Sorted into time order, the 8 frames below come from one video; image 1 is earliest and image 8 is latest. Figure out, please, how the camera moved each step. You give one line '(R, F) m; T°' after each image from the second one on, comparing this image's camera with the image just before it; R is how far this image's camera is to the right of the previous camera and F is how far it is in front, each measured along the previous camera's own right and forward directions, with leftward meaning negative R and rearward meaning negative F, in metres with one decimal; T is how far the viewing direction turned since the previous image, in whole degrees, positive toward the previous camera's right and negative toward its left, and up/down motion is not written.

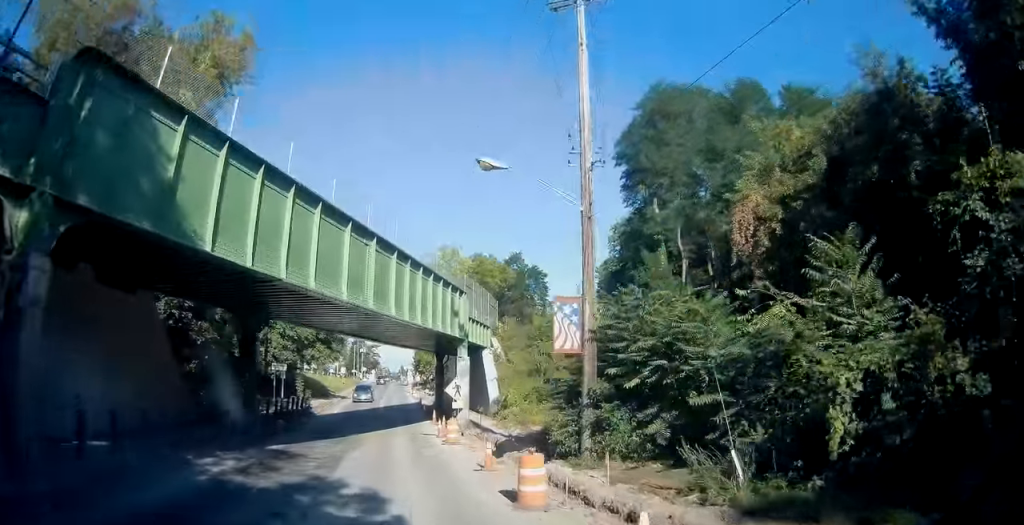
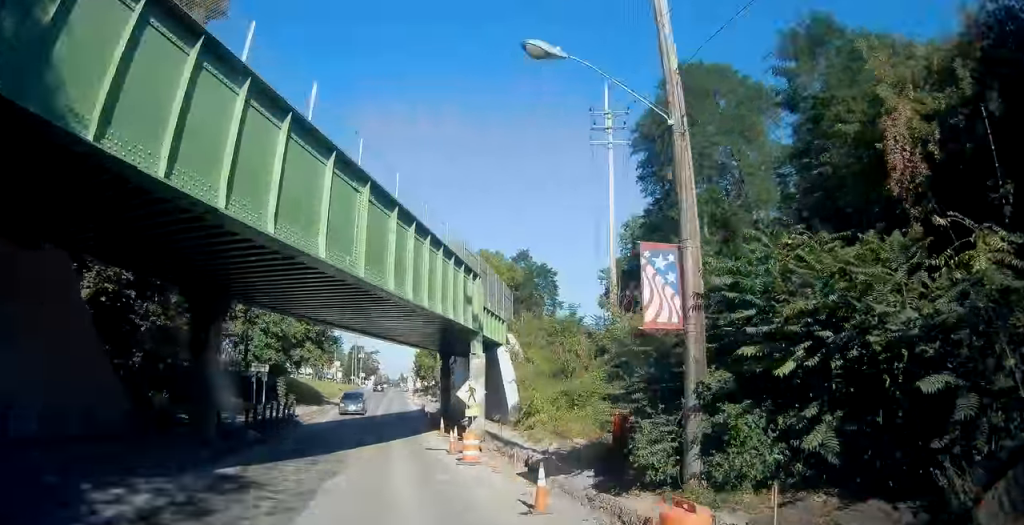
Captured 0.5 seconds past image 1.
(0.0, +5.7) m; -1°
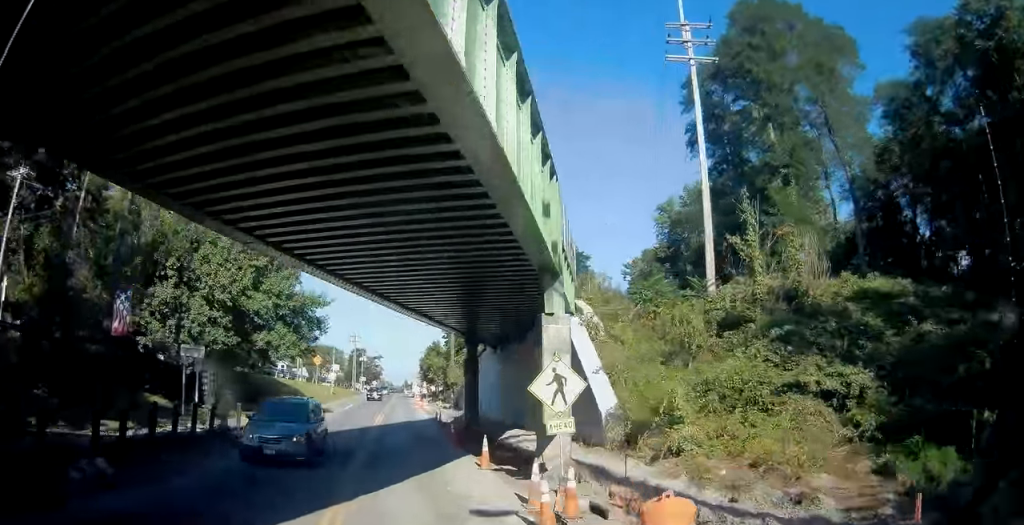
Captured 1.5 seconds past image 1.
(-0.6, +12.7) m; -3°
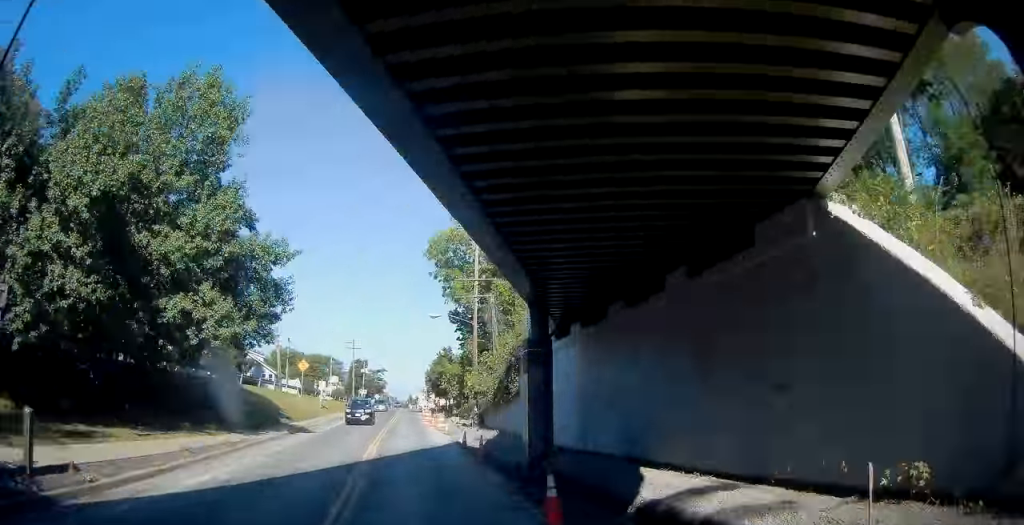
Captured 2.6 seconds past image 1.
(+0.1, +13.4) m; +1°
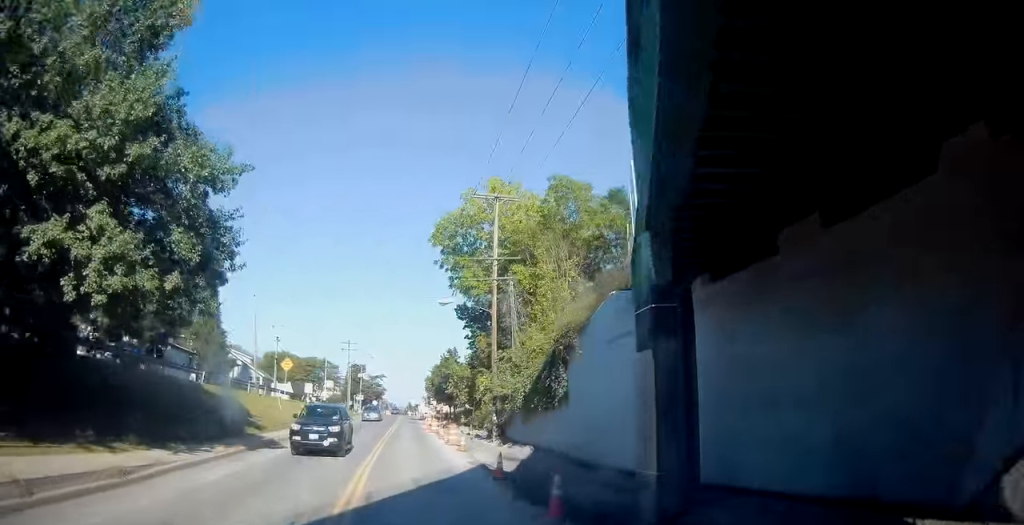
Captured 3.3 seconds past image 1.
(+0.4, +8.0) m; -1°
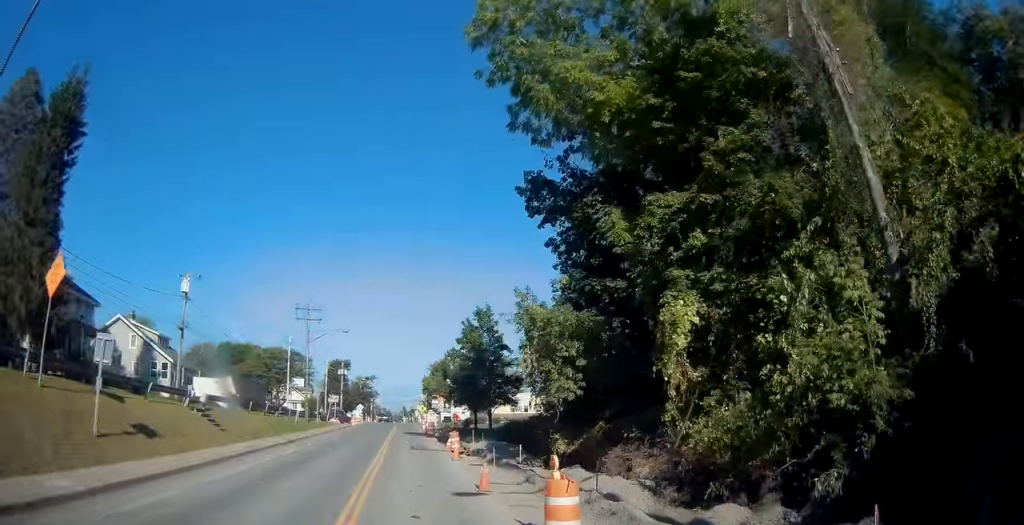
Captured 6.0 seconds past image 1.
(+0.4, +32.0) m; +2°
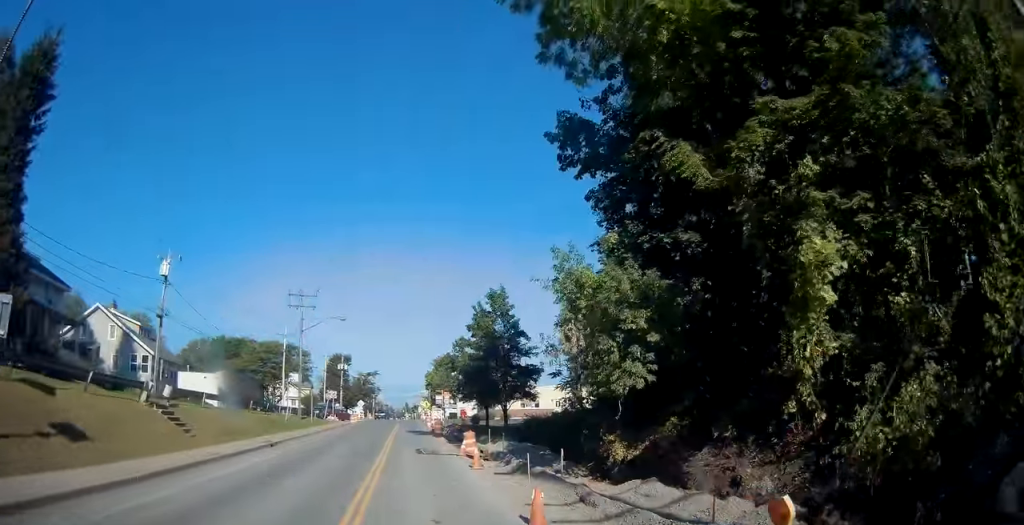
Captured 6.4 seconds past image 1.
(0.0, +4.9) m; -1°
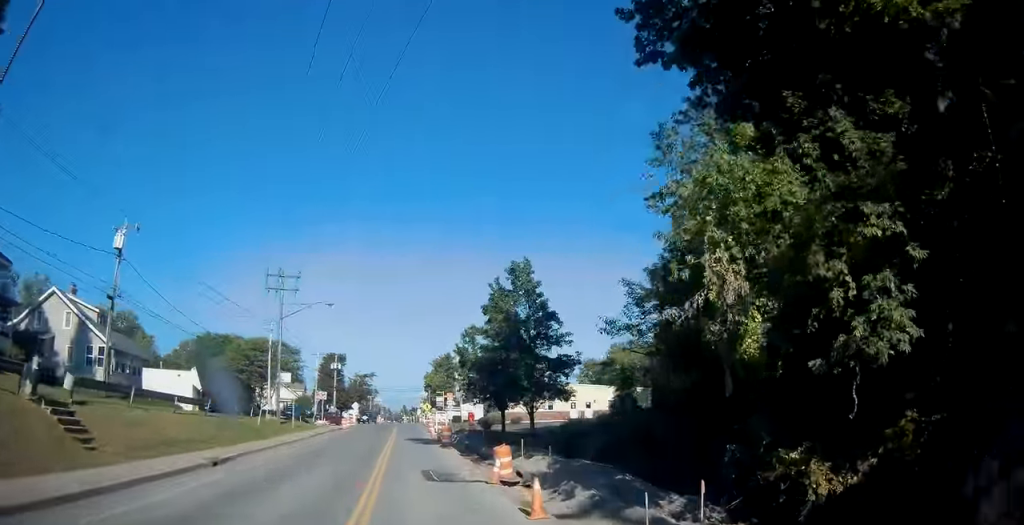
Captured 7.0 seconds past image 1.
(-0.1, +7.8) m; 0°
